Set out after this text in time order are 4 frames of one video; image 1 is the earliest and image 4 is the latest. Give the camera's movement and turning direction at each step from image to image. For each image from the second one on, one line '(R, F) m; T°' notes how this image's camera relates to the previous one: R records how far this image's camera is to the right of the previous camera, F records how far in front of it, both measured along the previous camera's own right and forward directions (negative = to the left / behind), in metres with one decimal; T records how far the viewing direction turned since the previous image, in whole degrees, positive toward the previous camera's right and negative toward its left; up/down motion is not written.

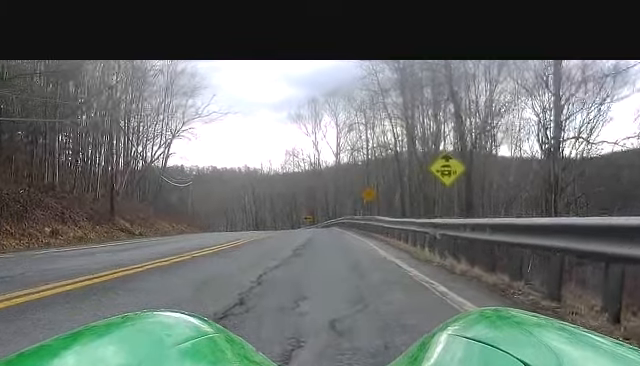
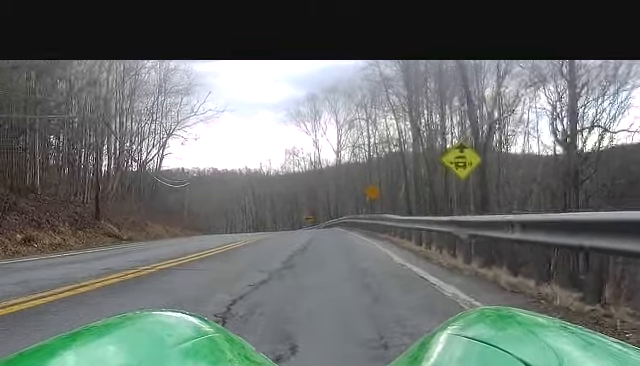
(0.0, +2.9) m; 0°
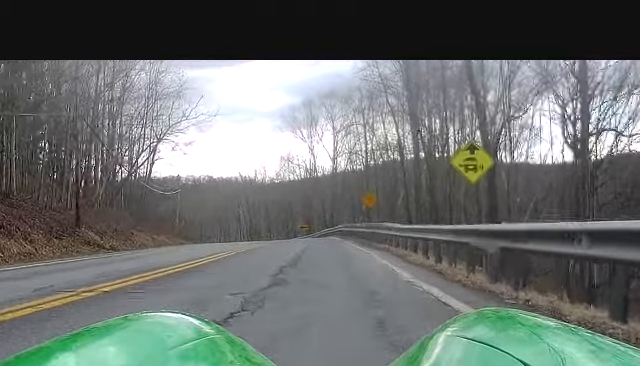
(0.0, +2.5) m; 0°
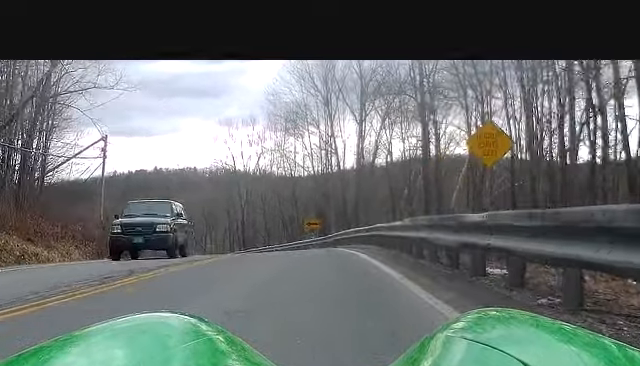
(0.0, +35.4) m; -1°
